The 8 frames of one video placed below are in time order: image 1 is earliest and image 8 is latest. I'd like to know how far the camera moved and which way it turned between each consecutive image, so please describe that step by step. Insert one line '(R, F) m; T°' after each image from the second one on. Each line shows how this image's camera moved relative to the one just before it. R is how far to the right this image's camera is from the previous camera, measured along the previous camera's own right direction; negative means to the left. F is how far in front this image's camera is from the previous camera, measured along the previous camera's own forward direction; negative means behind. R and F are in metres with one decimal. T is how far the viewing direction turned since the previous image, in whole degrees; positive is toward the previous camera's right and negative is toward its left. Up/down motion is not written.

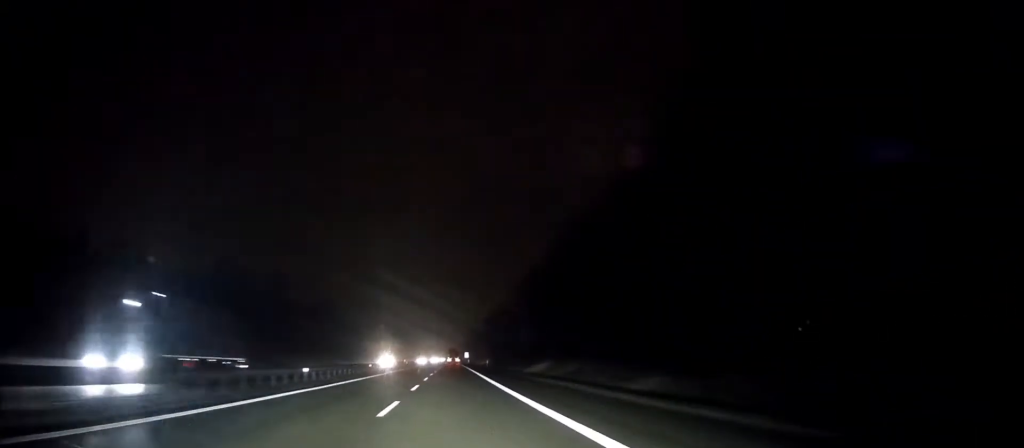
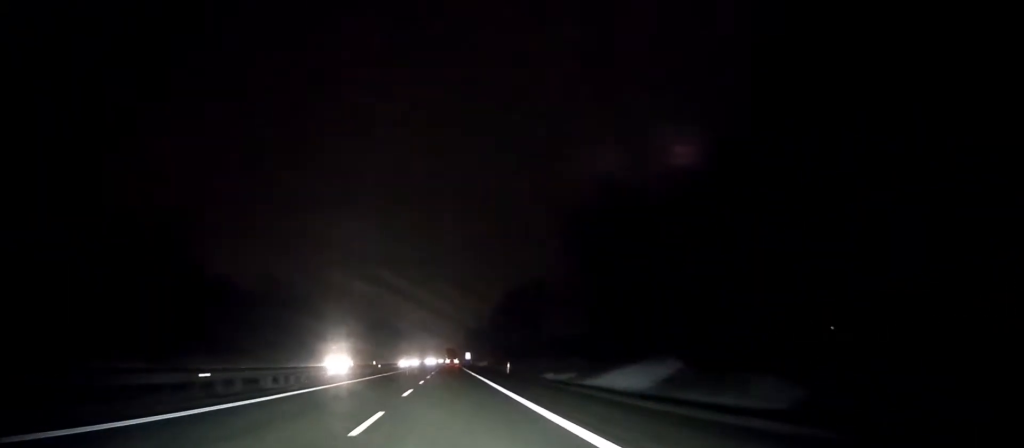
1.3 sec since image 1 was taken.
(-0.1, +38.9) m; 0°
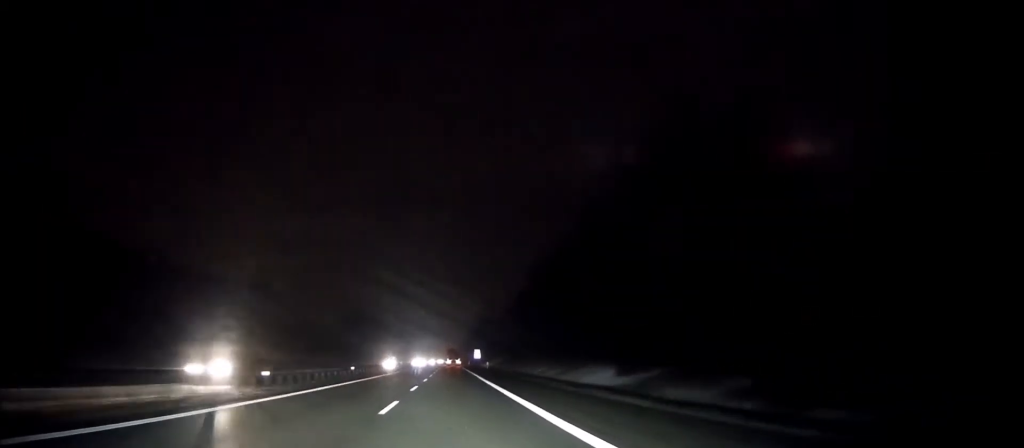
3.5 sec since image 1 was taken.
(+0.2, +66.4) m; 0°
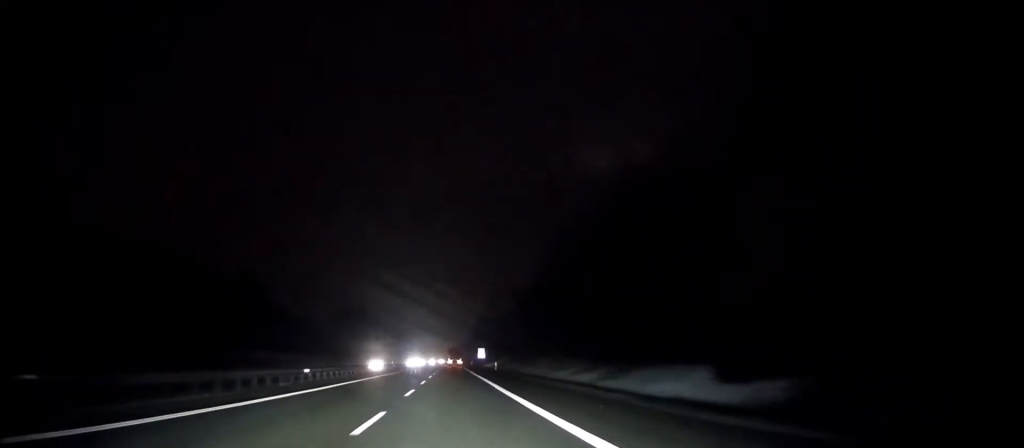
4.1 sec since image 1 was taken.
(0.0, +15.8) m; 0°
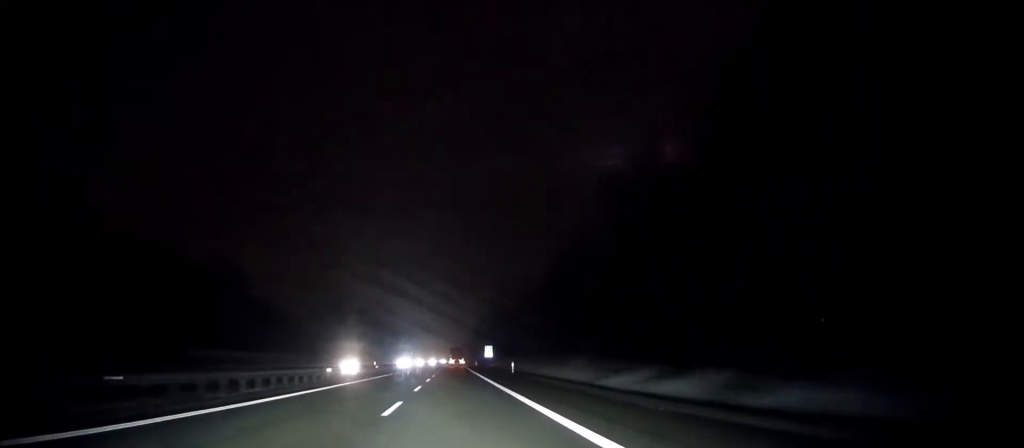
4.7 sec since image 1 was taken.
(0.0, +19.7) m; 0°
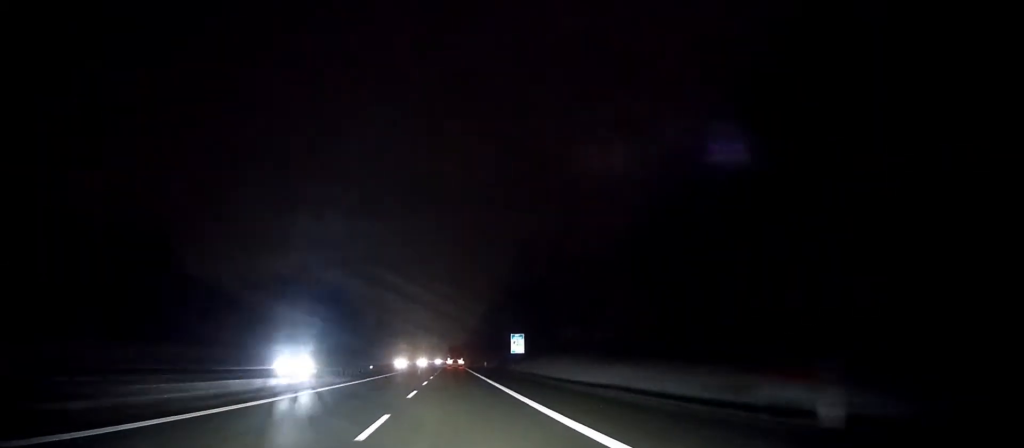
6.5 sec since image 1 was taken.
(-0.1, +51.1) m; 0°
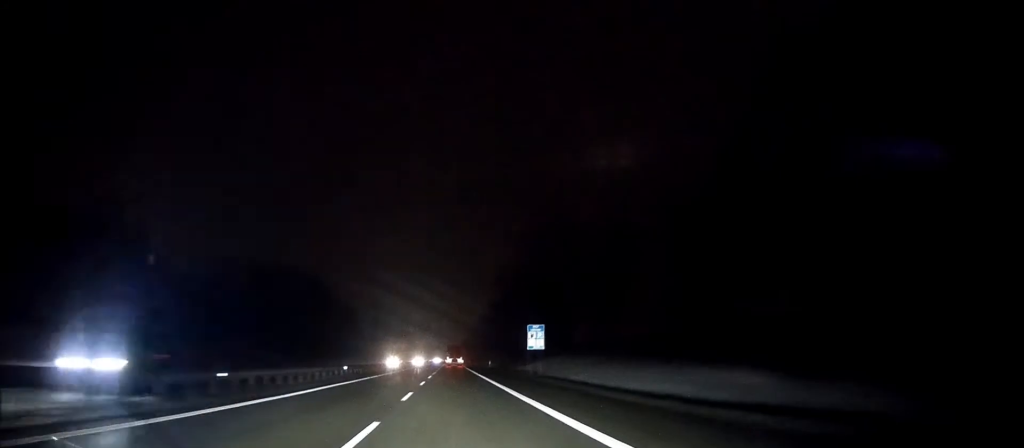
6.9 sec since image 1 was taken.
(0.0, +13.7) m; 0°
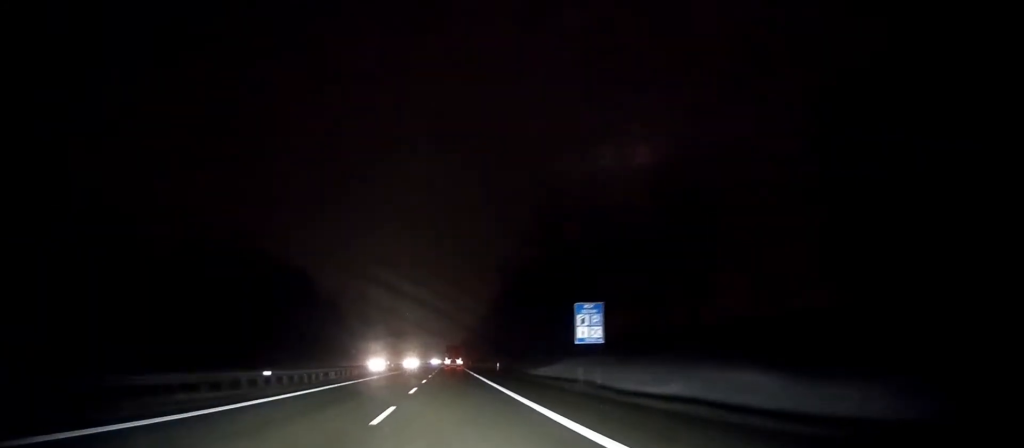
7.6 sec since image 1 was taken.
(0.0, +18.7) m; 0°
